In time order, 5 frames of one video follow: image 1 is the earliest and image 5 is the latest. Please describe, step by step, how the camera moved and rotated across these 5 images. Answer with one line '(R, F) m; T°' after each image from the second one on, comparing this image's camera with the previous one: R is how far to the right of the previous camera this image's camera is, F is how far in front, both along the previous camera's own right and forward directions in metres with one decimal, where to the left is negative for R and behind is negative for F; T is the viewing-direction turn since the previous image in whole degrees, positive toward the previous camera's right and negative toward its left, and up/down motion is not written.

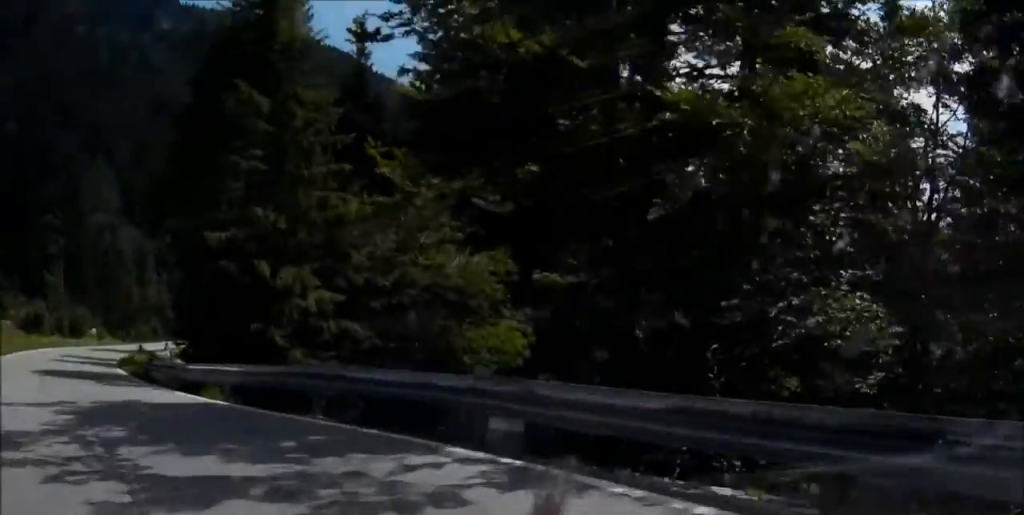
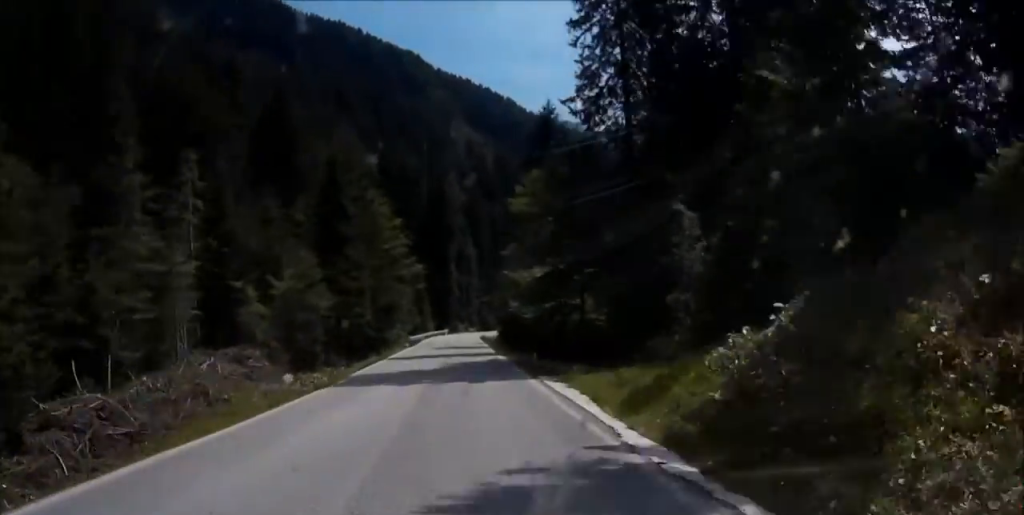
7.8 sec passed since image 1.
(-21.6, +82.6) m; -5°
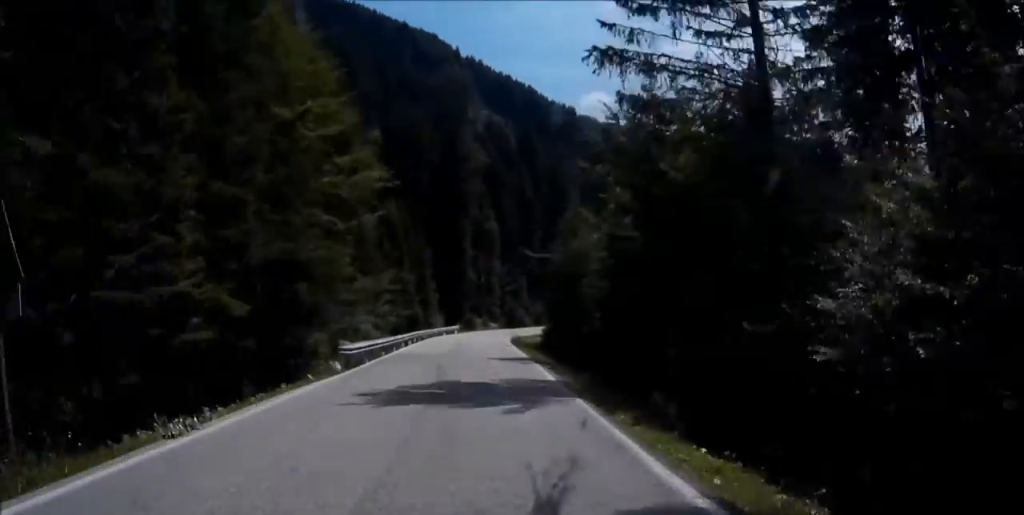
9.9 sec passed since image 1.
(+2.6, +33.4) m; +7°
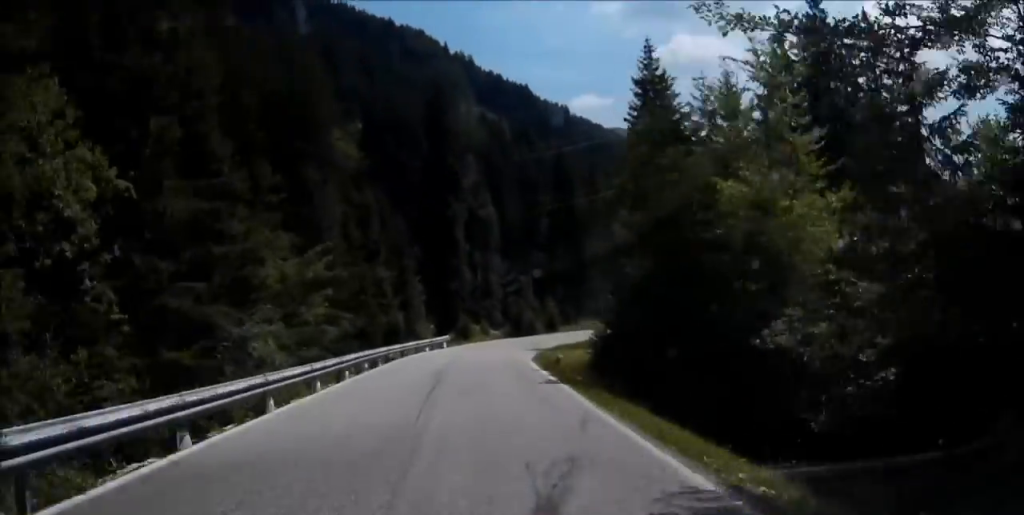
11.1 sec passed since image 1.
(+0.3, +19.2) m; +5°
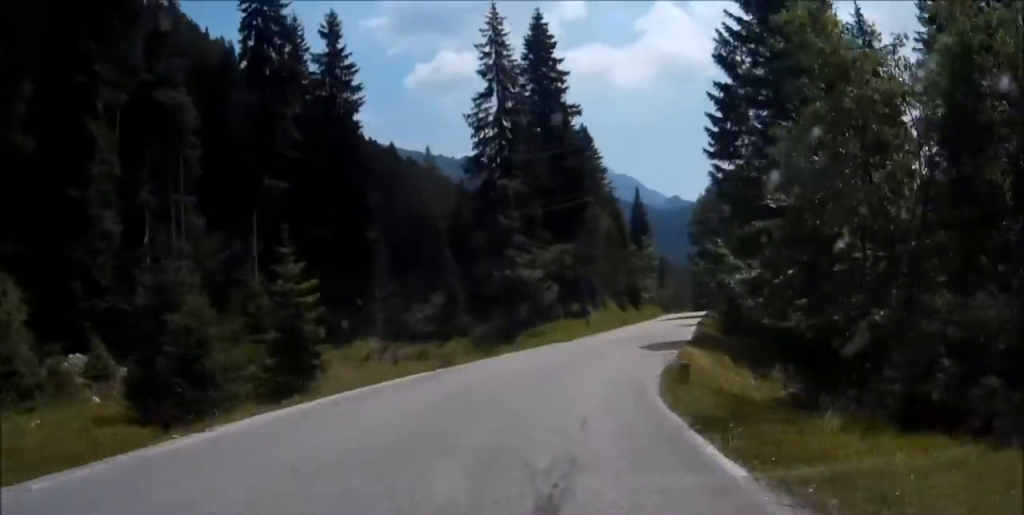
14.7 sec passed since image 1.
(+11.6, +51.6) m; +25°
